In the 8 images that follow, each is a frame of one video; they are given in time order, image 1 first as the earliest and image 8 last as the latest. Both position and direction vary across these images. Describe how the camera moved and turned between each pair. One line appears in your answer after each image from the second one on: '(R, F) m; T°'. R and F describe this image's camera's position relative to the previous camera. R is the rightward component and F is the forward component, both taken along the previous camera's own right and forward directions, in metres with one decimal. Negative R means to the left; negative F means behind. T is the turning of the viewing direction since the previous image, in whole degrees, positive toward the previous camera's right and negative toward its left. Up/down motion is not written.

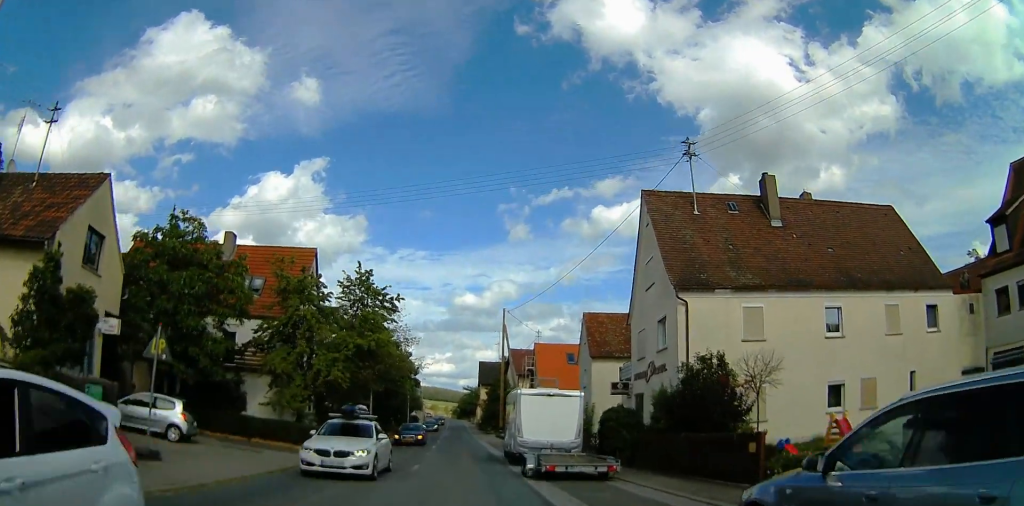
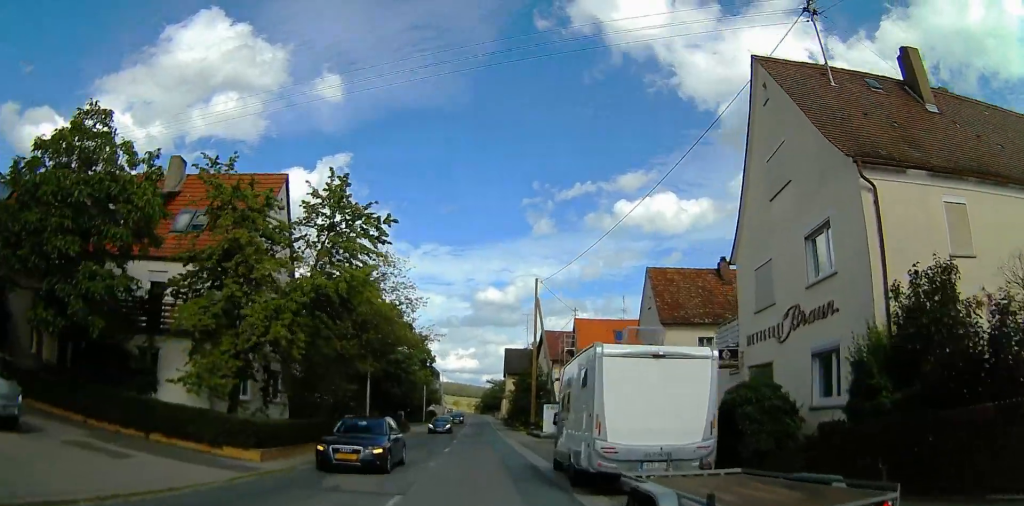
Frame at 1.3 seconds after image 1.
(-0.5, +10.8) m; -2°
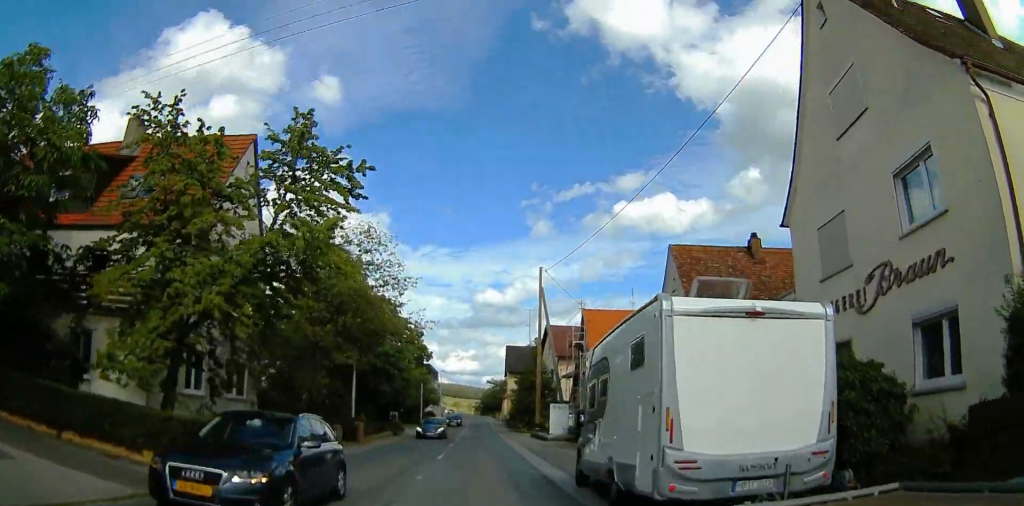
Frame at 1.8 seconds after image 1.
(0.0, +3.9) m; 0°
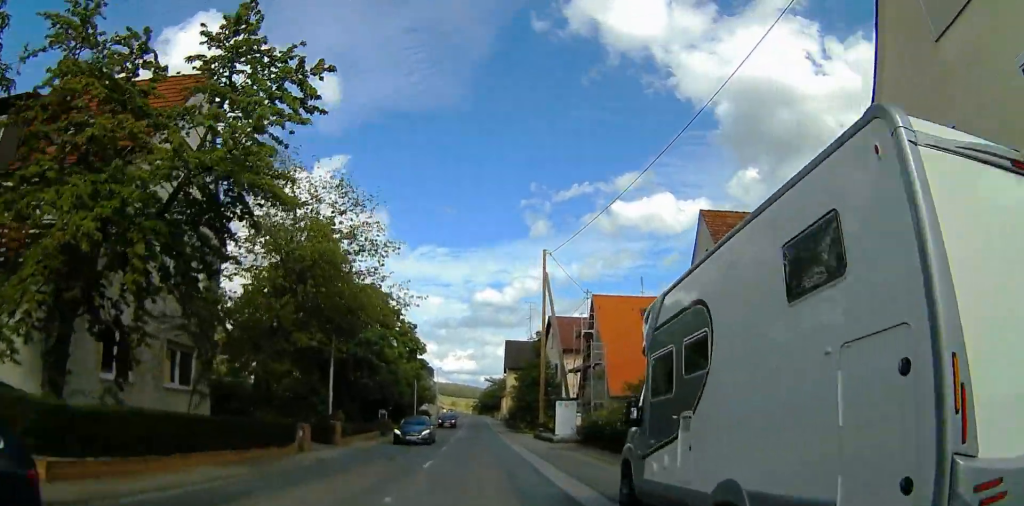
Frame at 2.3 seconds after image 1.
(0.0, +3.9) m; 0°
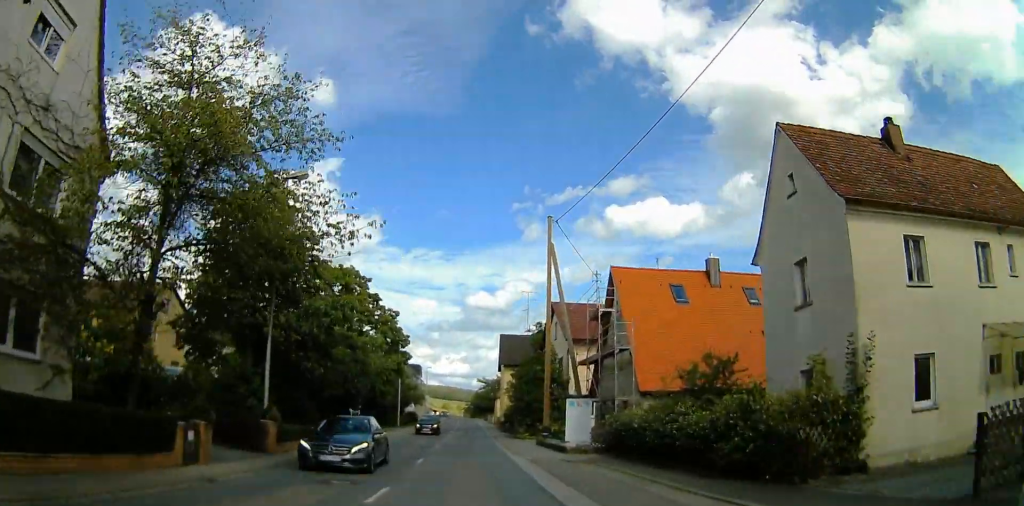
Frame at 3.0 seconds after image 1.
(0.0, +6.2) m; 0°
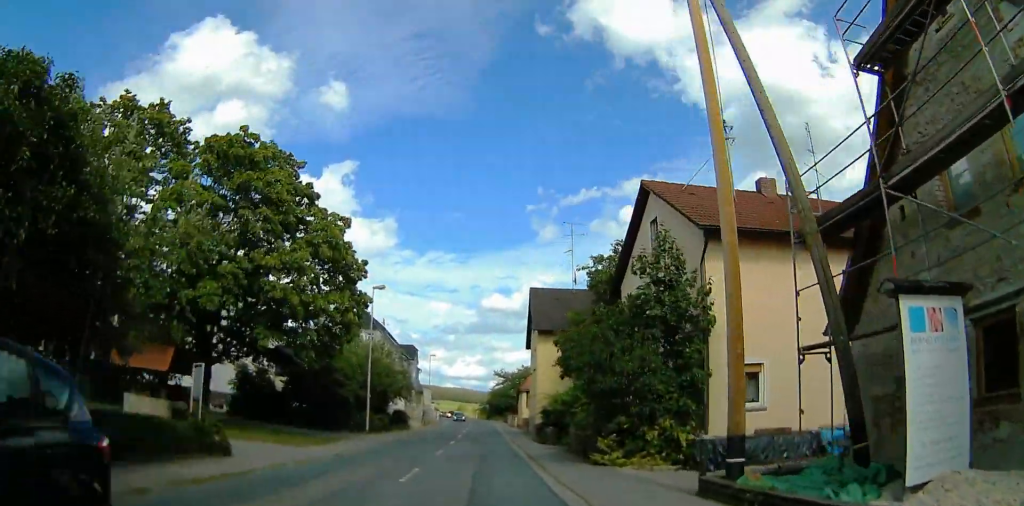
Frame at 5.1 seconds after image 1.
(-0.5, +19.2) m; -2°
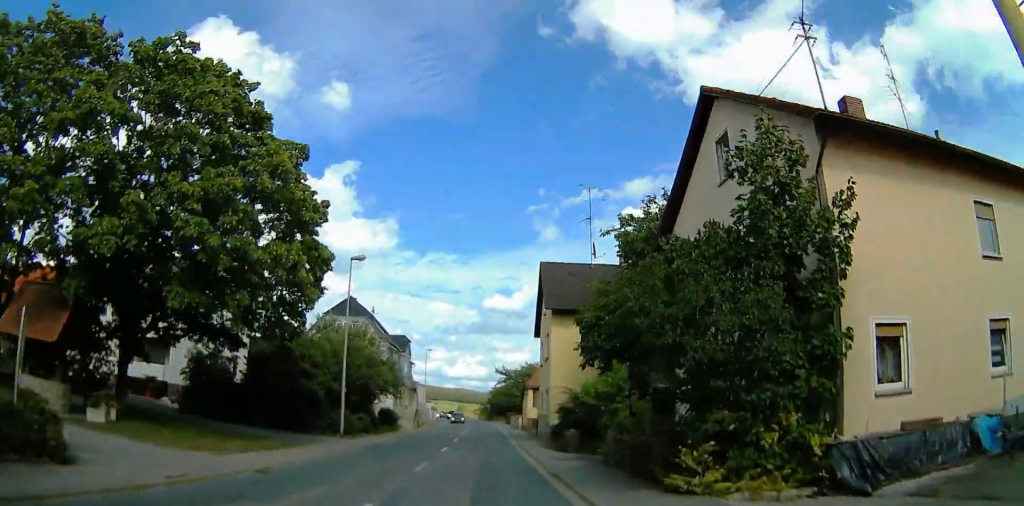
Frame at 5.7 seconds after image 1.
(0.0, +6.7) m; 0°
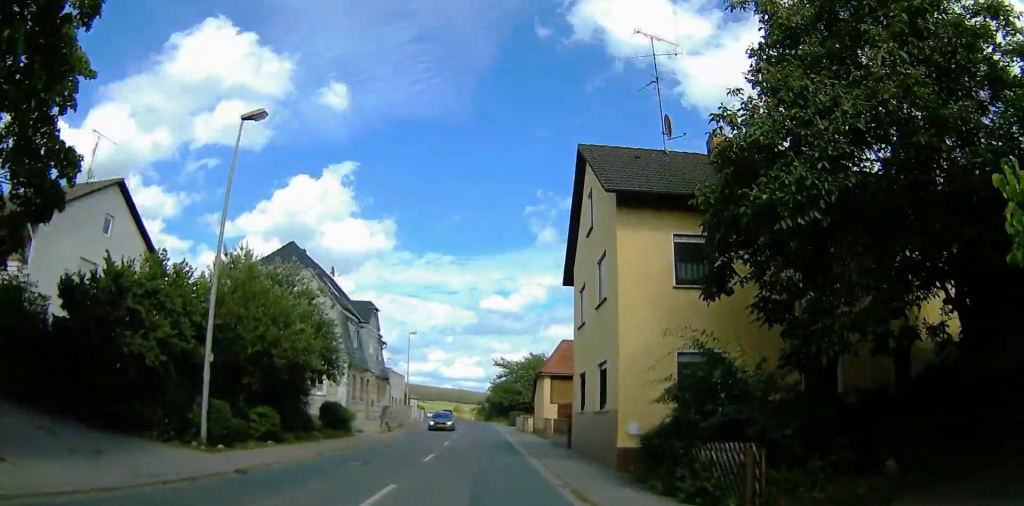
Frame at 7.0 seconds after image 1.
(0.0, +15.3) m; 0°
